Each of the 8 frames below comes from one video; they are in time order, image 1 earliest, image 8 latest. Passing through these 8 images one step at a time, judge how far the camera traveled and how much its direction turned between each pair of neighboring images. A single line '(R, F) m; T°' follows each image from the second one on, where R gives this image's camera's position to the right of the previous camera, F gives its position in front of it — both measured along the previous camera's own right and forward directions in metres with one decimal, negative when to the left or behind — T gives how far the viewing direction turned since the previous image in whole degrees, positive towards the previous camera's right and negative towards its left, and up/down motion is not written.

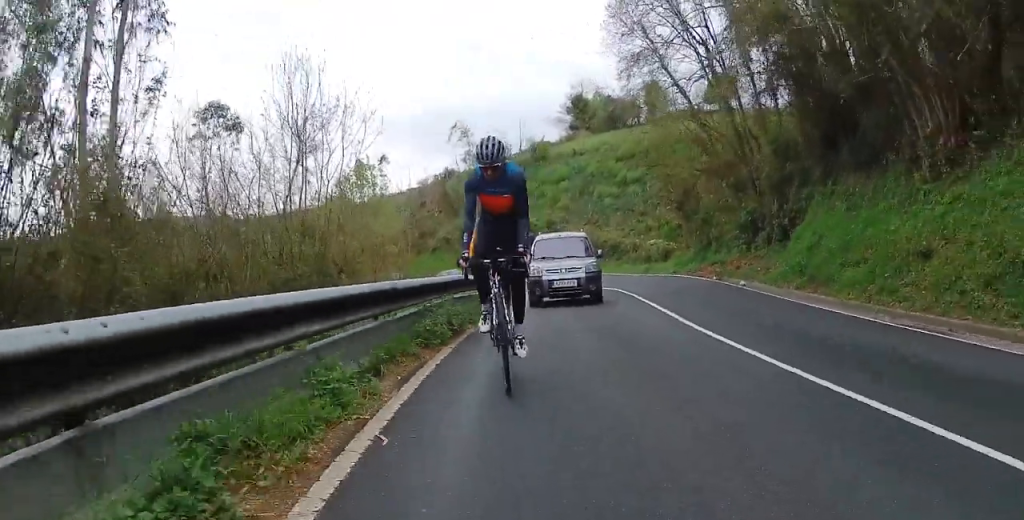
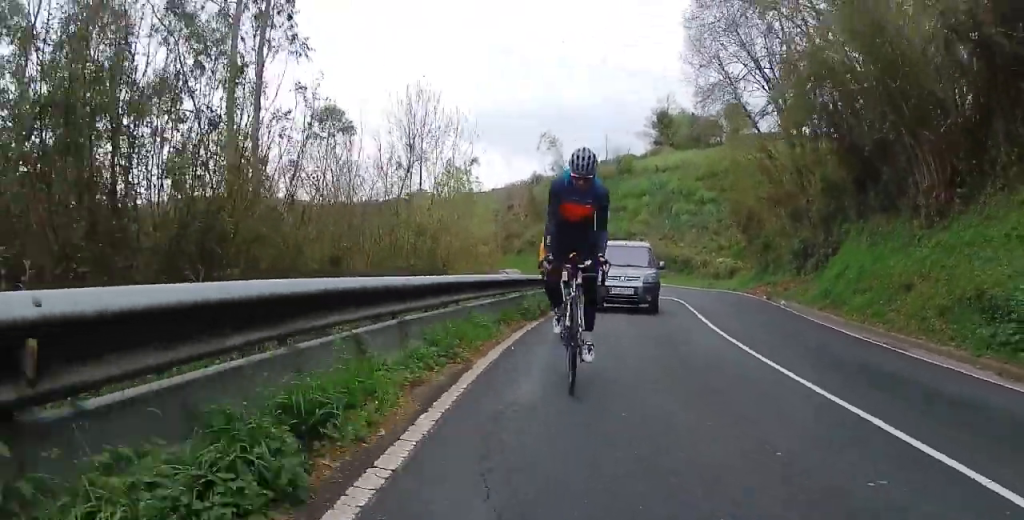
(-0.3, +3.3) m; -5°
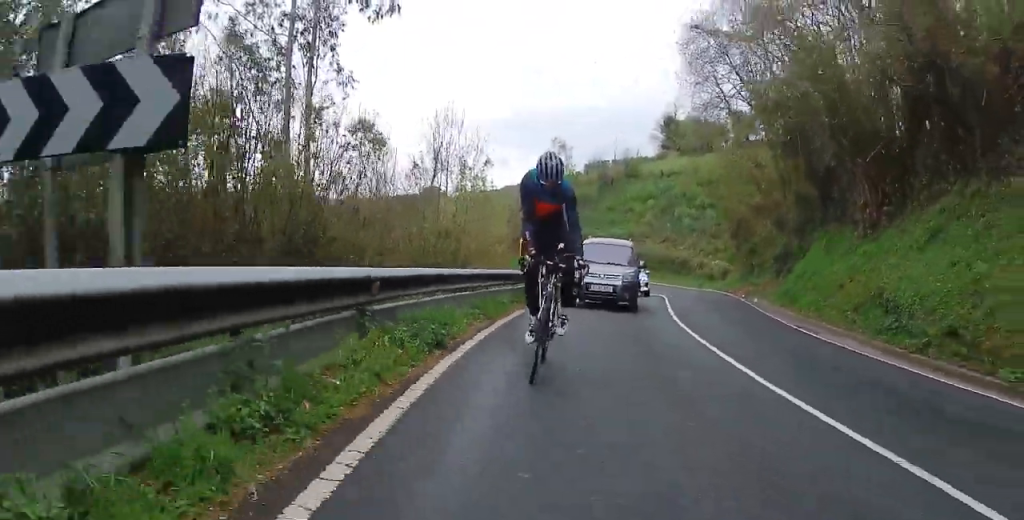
(0.0, +3.6) m; -4°
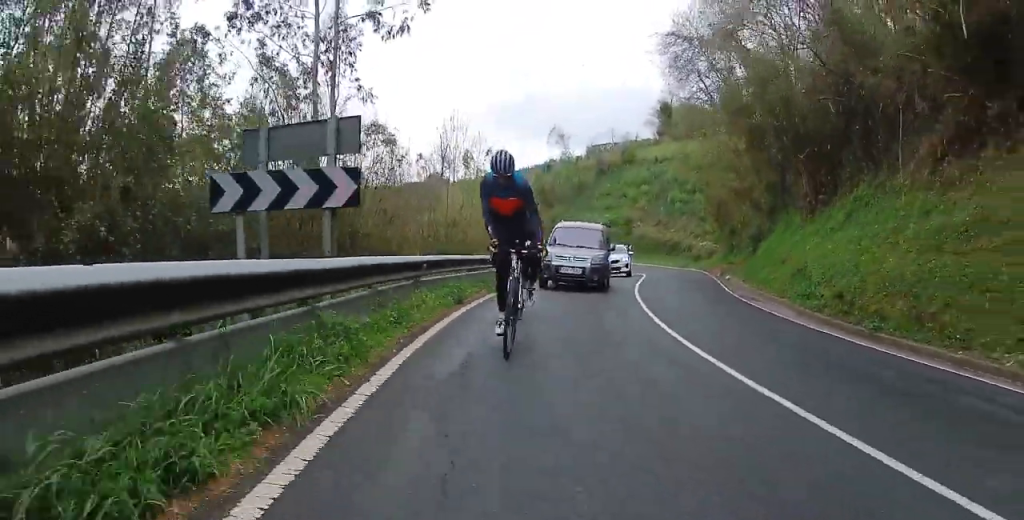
(-0.1, +3.3) m; -4°
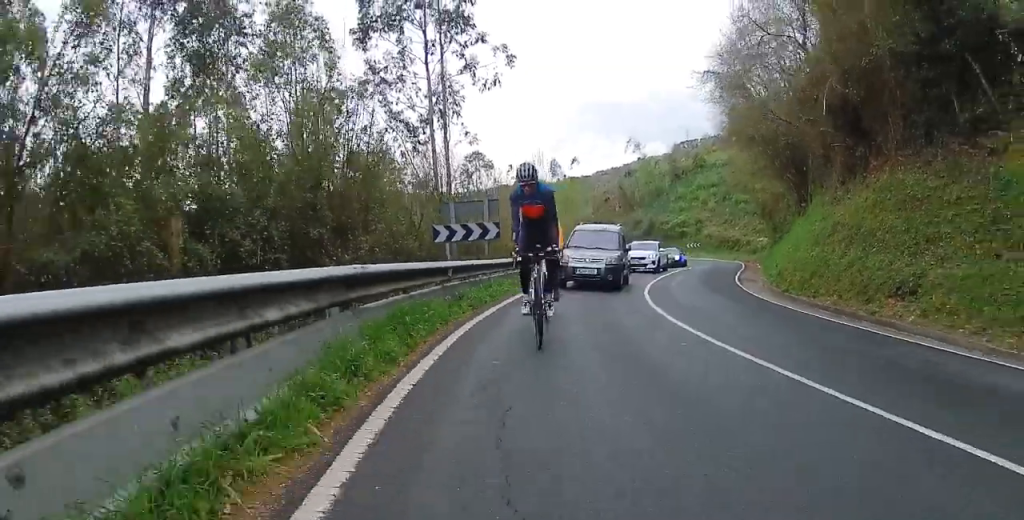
(-0.6, +7.8) m; -11°
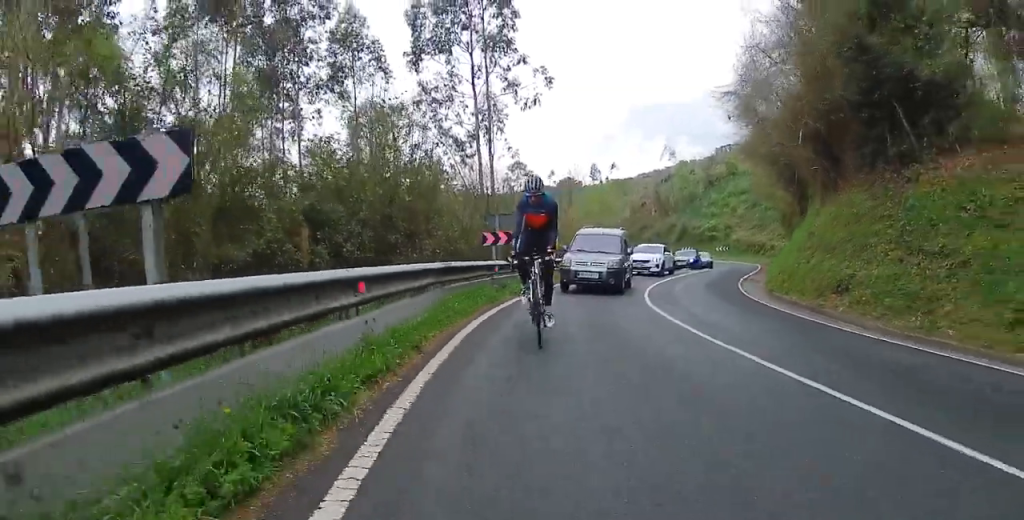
(-0.4, +3.6) m; -7°
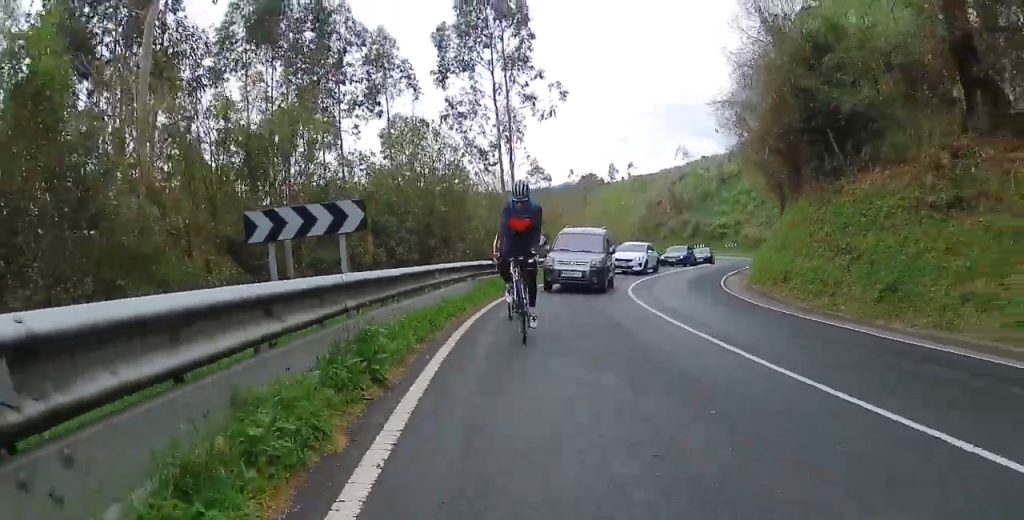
(-0.1, +3.9) m; -1°
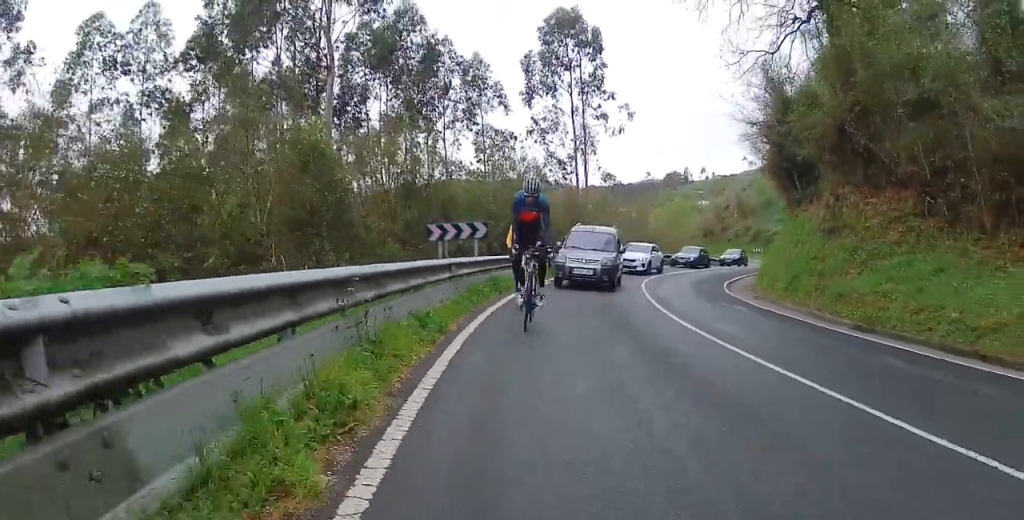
(0.0, +8.1) m; -5°
